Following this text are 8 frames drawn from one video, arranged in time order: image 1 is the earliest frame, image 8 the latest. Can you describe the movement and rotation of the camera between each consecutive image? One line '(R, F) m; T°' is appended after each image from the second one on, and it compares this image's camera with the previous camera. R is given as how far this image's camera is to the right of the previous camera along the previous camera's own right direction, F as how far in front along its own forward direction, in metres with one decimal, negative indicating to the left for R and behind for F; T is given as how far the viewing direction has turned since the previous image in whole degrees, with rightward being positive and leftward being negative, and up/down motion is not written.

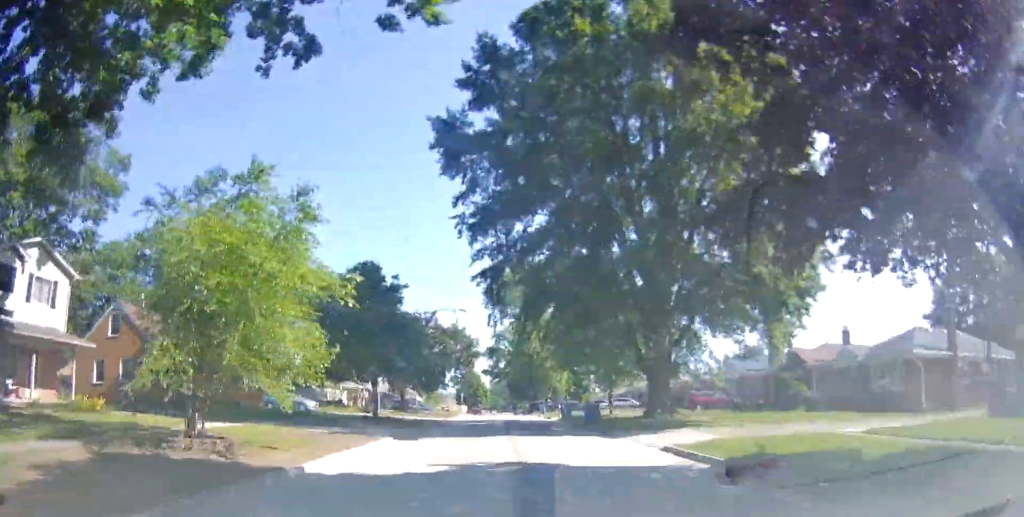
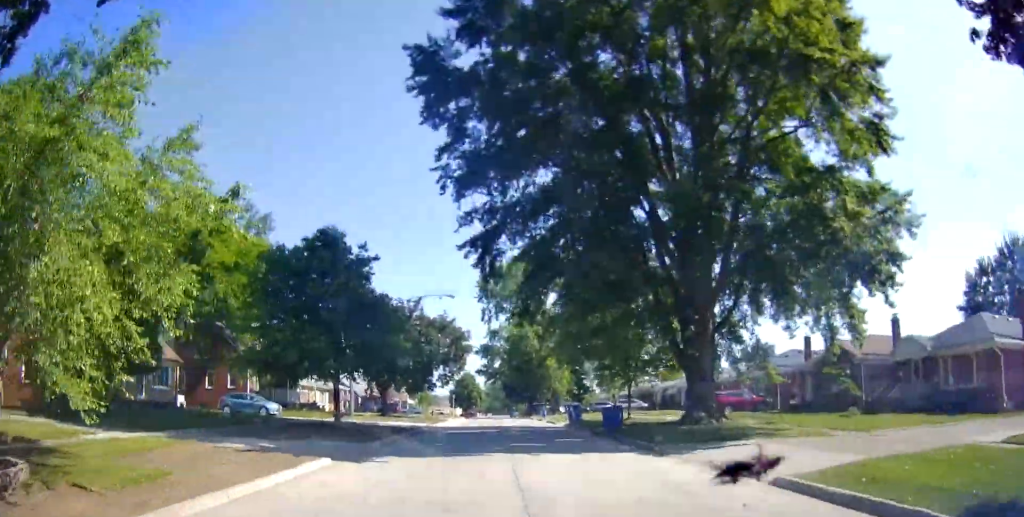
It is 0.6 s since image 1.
(+0.1, +7.1) m; 0°
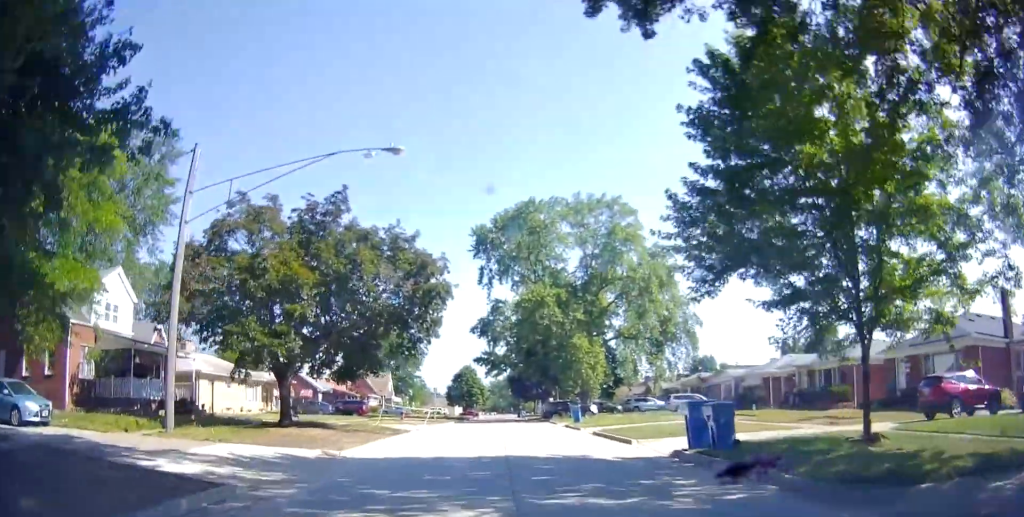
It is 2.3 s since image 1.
(+0.1, +22.5) m; 0°
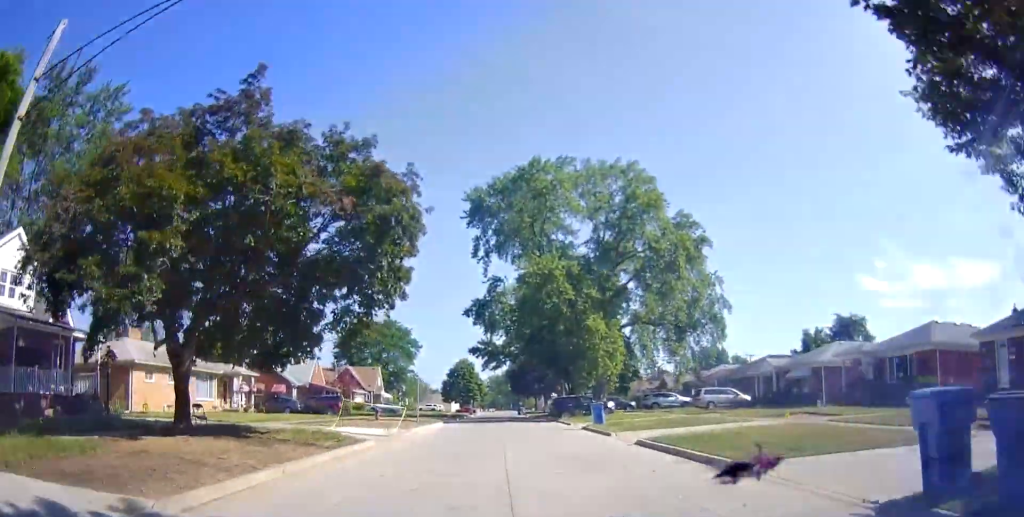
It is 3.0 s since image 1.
(0.0, +8.8) m; 0°
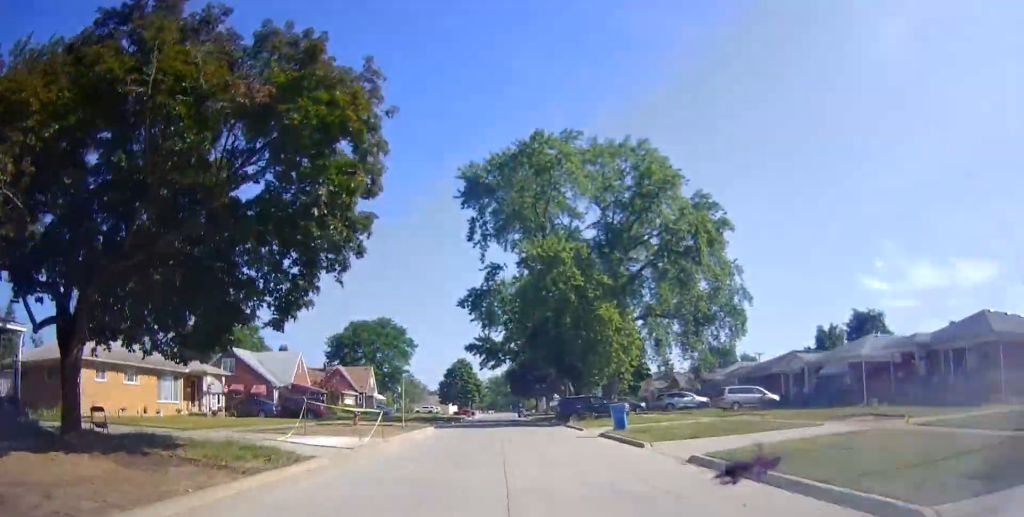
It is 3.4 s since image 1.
(+0.1, +5.4) m; 0°
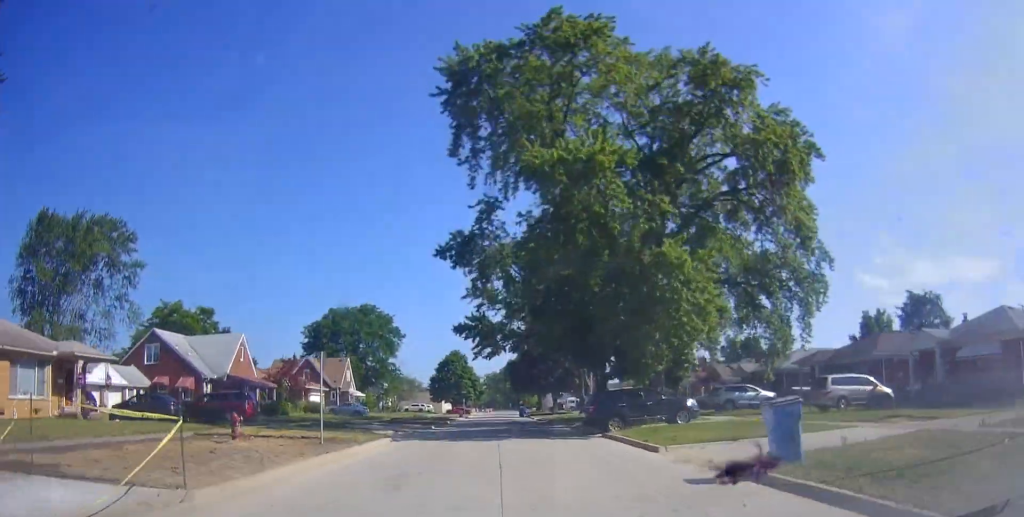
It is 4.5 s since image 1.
(+0.1, +14.5) m; -1°
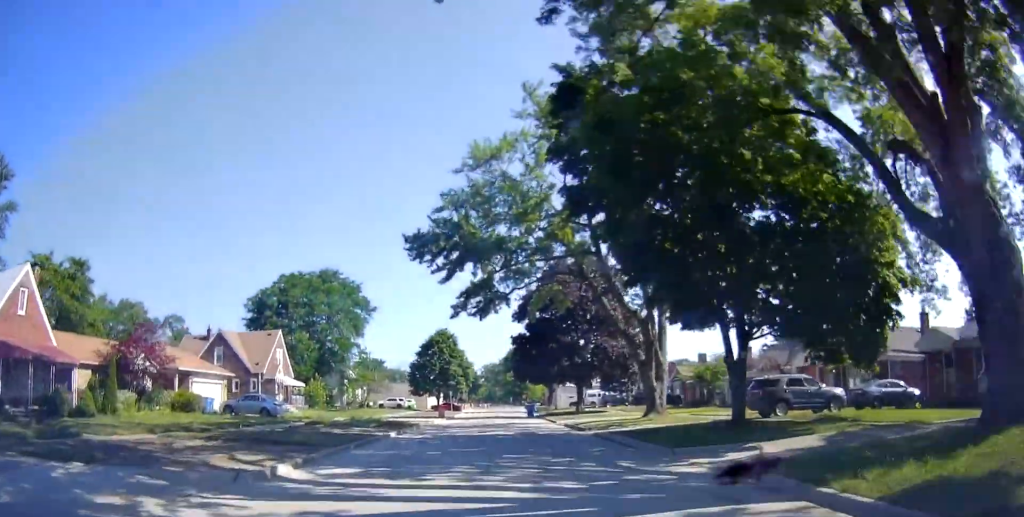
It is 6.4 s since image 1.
(-0.9, +25.8) m; -1°
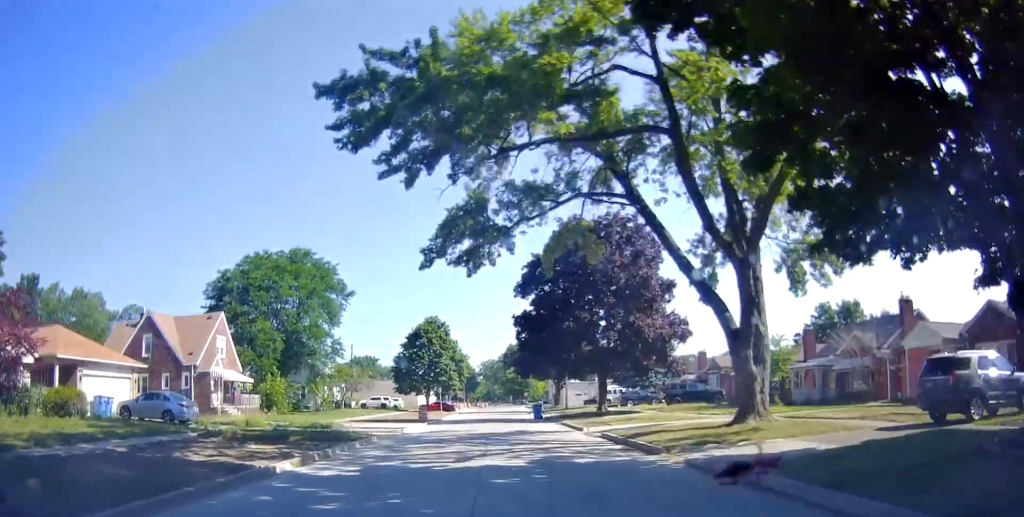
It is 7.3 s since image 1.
(+0.5, +12.5) m; +3°
